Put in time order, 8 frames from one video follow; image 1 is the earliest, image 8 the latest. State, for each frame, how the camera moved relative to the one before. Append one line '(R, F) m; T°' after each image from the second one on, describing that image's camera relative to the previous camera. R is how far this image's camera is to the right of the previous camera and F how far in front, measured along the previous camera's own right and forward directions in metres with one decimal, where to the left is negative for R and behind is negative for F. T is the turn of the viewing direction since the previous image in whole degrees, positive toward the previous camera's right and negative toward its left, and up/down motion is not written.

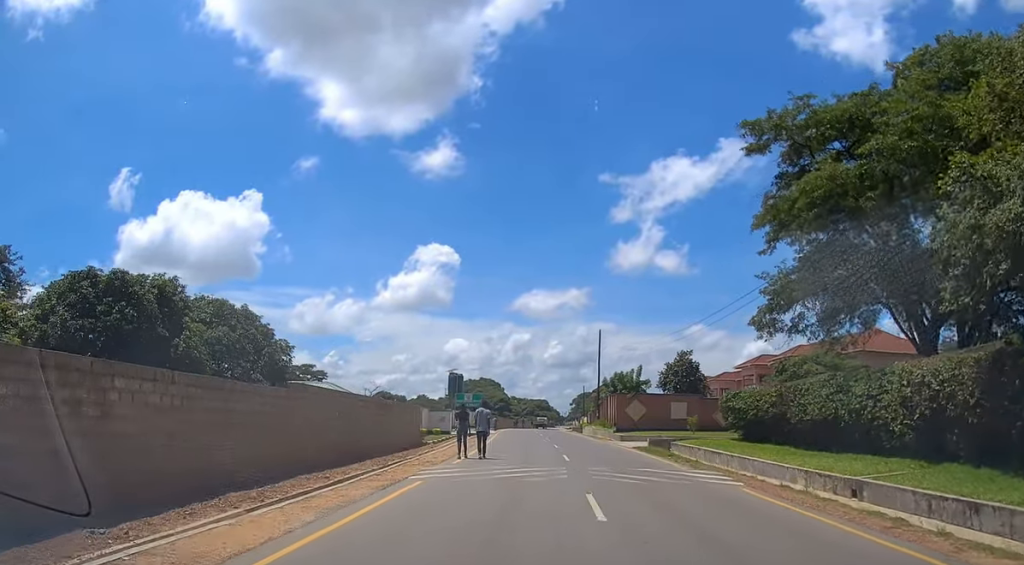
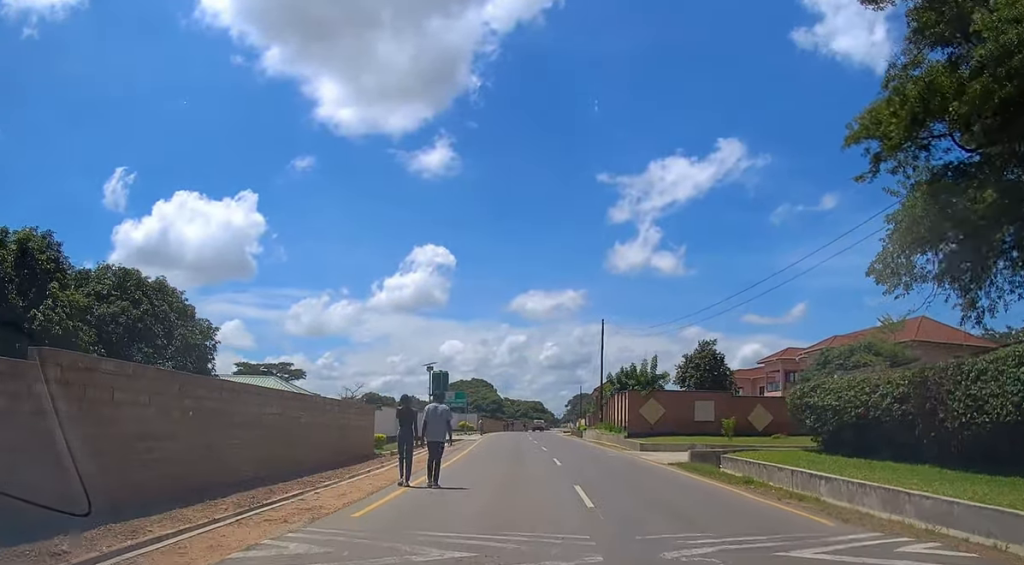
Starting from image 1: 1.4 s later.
(-0.2, +9.7) m; -1°
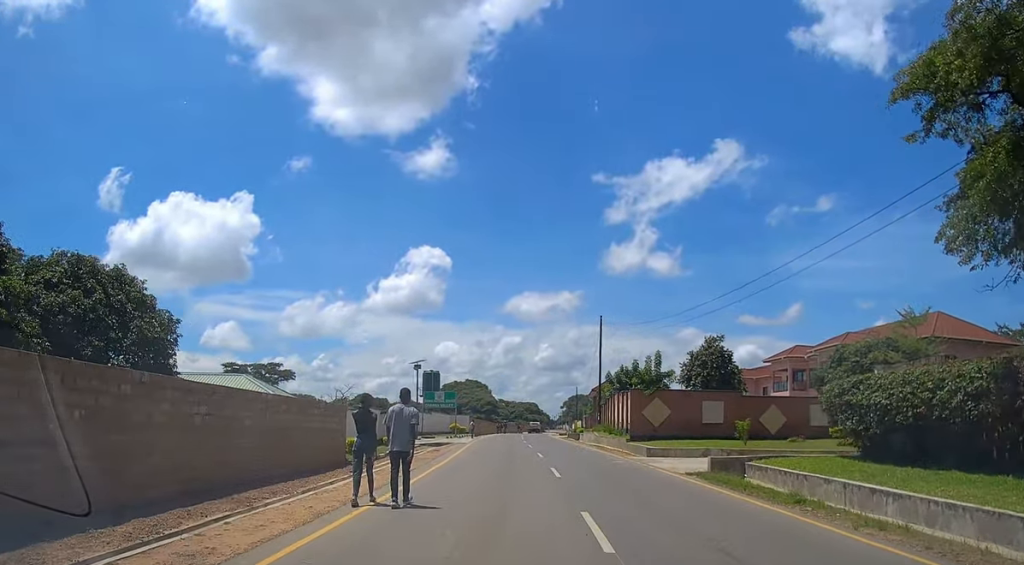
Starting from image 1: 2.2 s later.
(0.0, +3.6) m; 0°
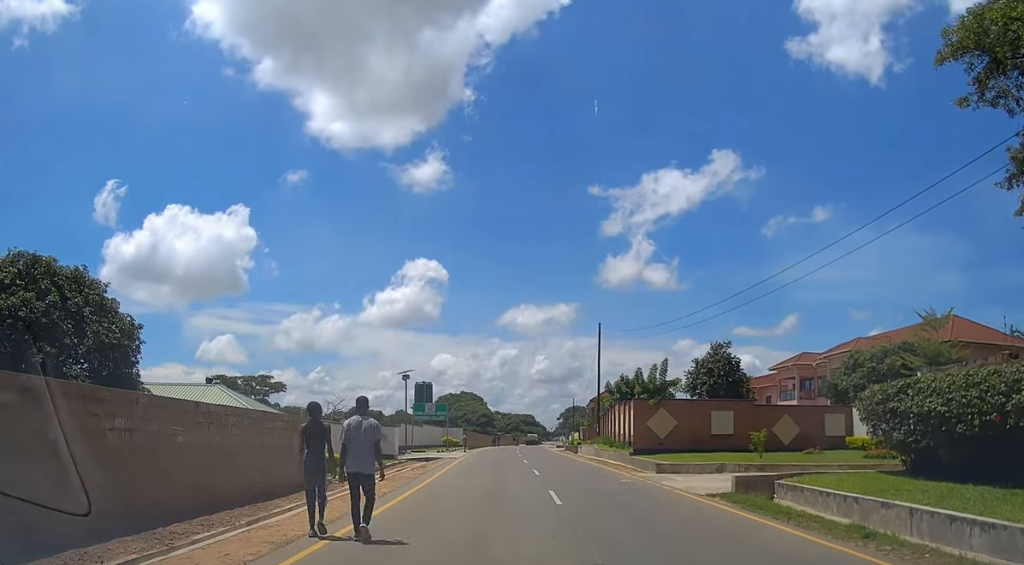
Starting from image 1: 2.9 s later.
(0.0, +3.0) m; +1°
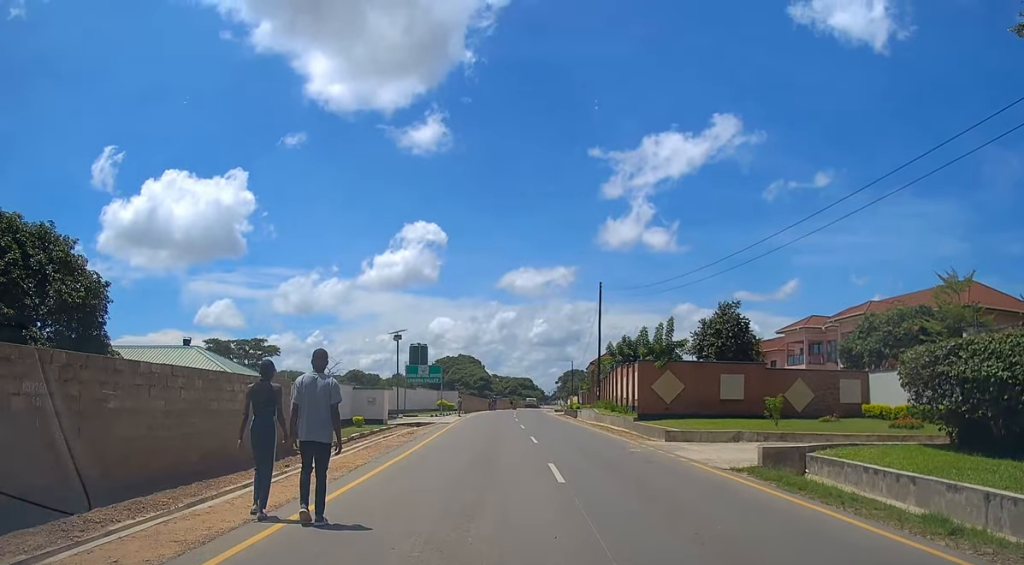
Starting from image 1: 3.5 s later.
(+0.1, +2.4) m; +1°
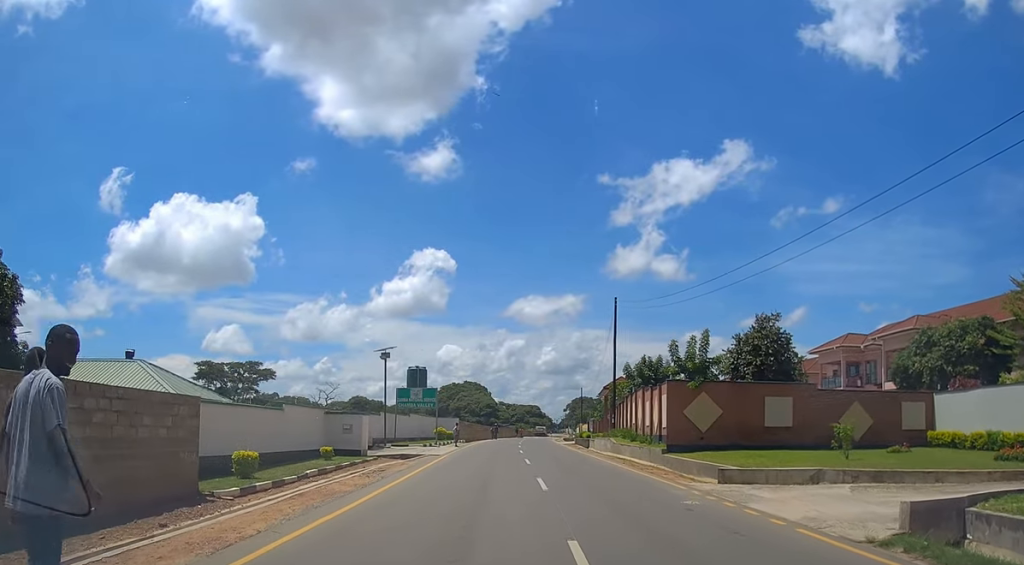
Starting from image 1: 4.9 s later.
(0.0, +6.2) m; 0°
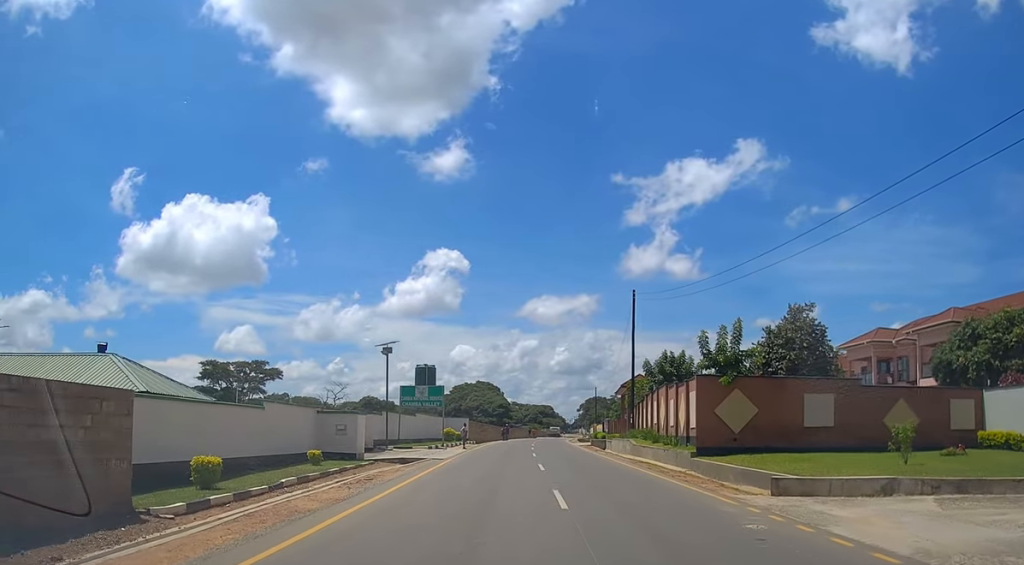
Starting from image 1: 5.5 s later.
(+0.1, +3.2) m; -1°
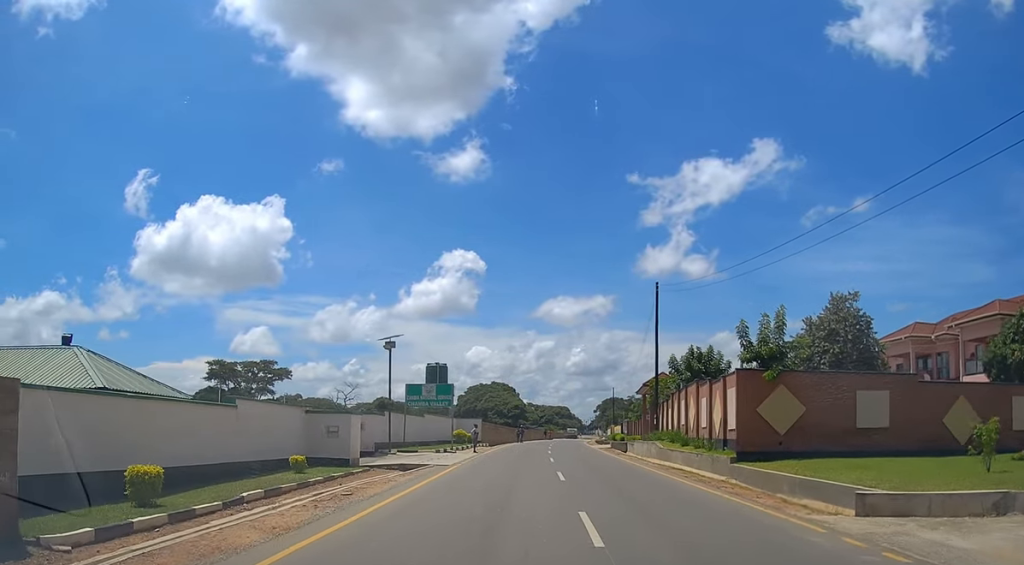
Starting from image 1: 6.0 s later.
(+0.1, +3.2) m; -1°
